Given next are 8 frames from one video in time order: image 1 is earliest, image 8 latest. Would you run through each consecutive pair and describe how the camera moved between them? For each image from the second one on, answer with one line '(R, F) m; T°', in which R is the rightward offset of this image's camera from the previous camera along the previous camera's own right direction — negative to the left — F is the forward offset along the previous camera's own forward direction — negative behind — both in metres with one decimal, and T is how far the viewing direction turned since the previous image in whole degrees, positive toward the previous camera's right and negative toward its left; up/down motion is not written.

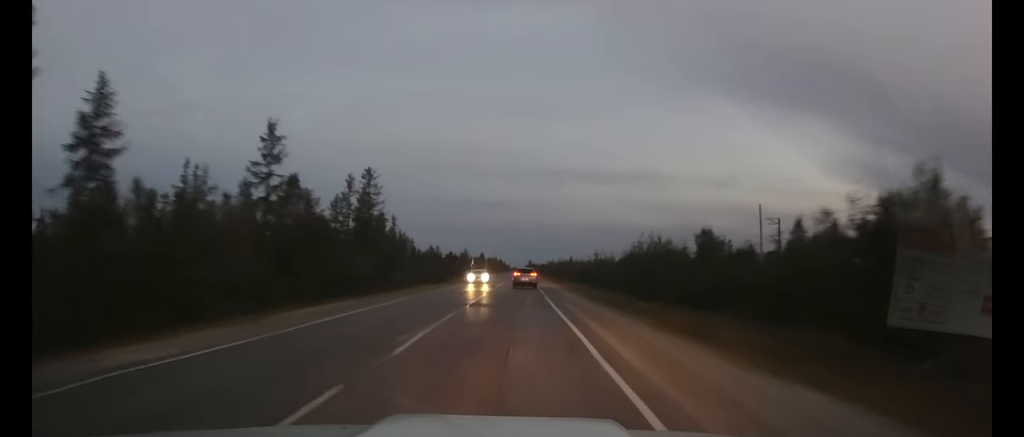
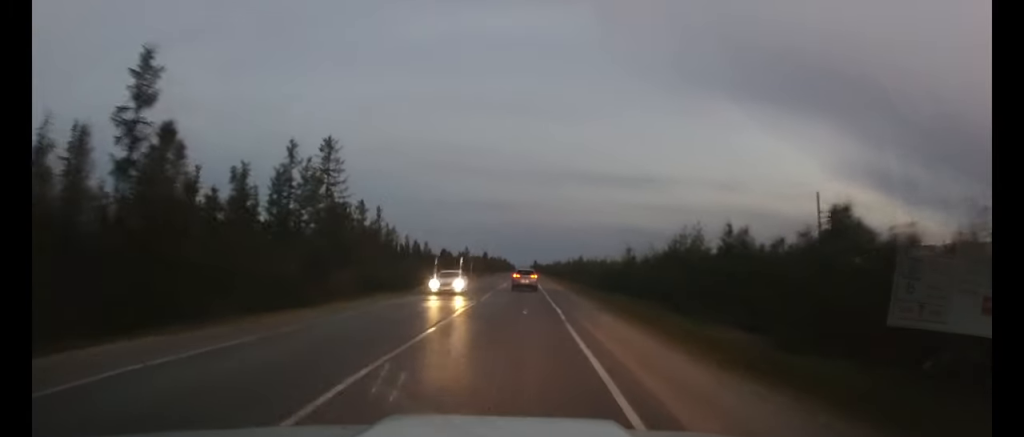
(0.0, +17.1) m; 0°
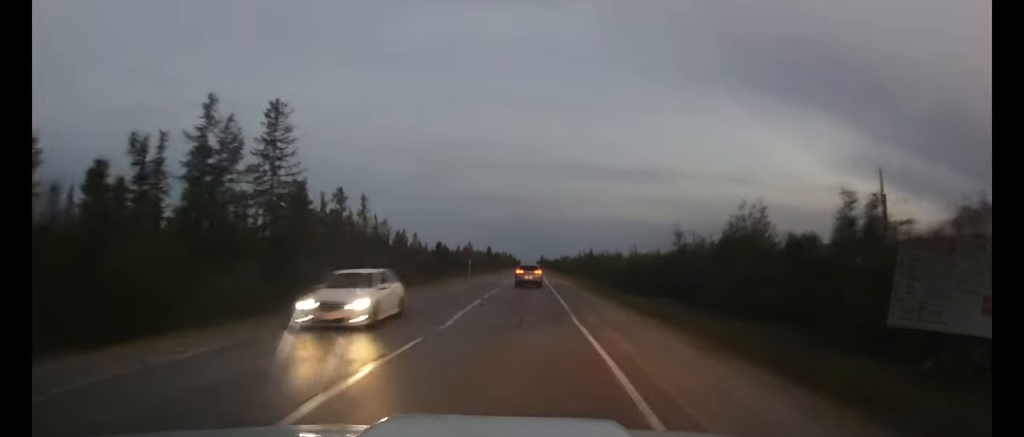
(0.0, +13.6) m; 0°
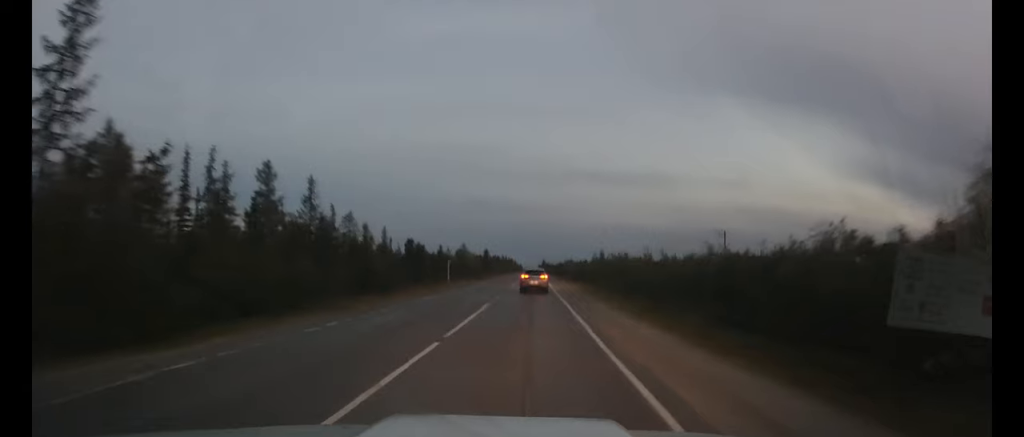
(-0.1, +24.6) m; 0°
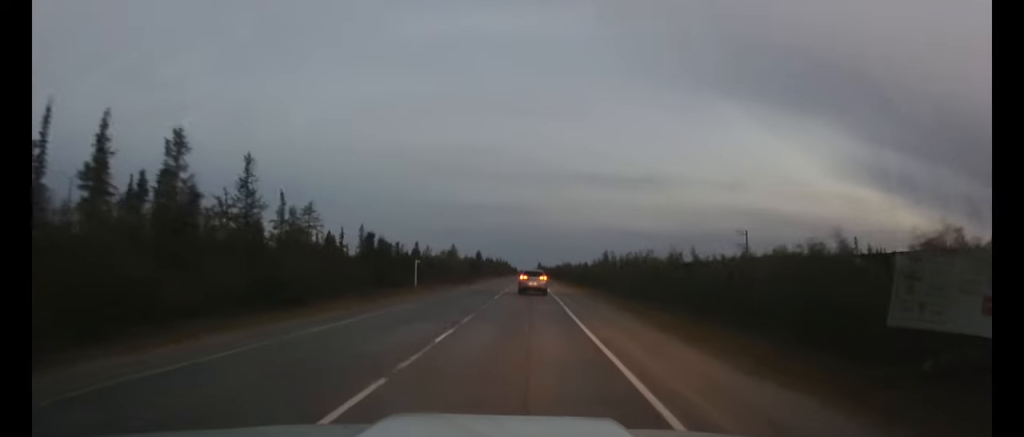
(0.0, +16.6) m; 0°
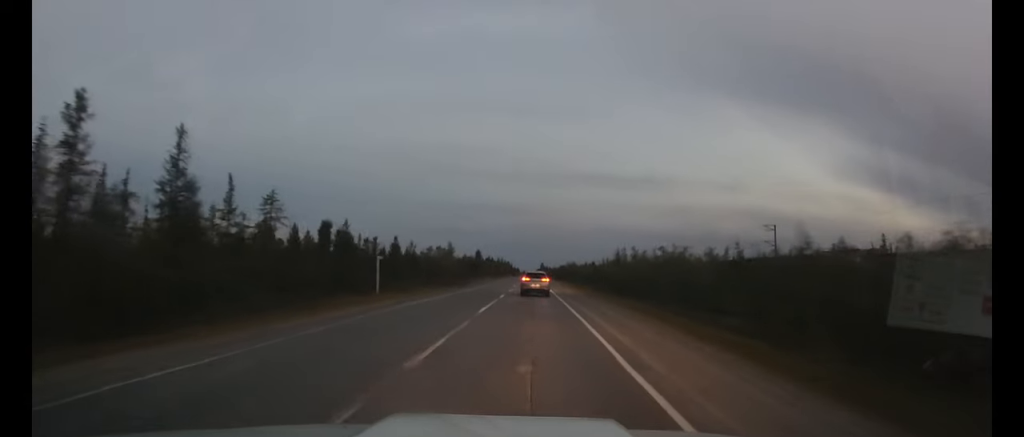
(0.0, +13.3) m; 0°
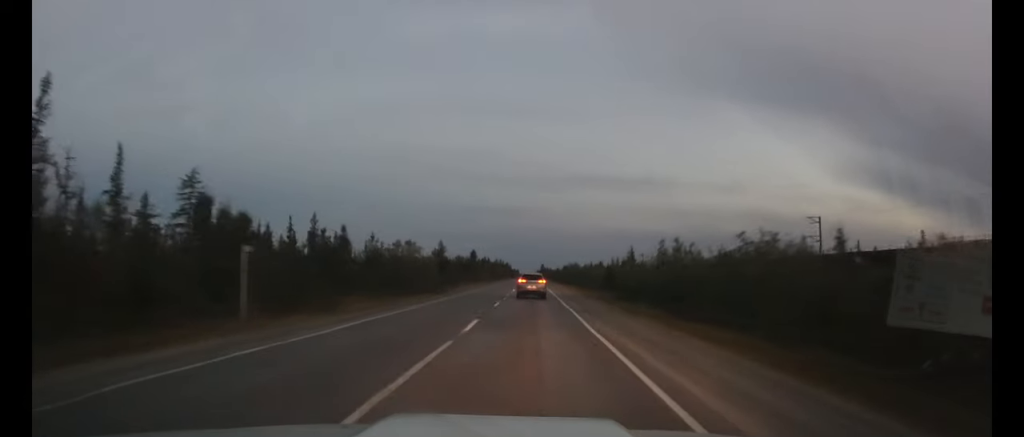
(0.0, +17.5) m; 0°
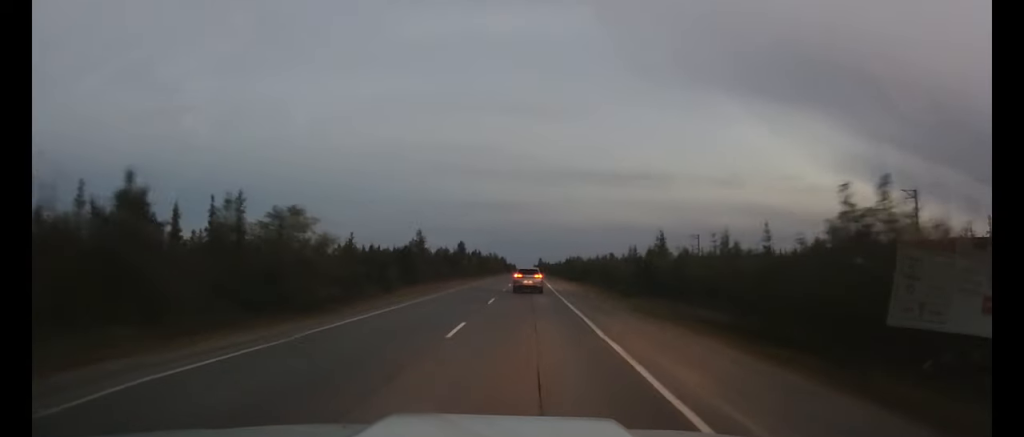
(0.0, +25.7) m; 0°
